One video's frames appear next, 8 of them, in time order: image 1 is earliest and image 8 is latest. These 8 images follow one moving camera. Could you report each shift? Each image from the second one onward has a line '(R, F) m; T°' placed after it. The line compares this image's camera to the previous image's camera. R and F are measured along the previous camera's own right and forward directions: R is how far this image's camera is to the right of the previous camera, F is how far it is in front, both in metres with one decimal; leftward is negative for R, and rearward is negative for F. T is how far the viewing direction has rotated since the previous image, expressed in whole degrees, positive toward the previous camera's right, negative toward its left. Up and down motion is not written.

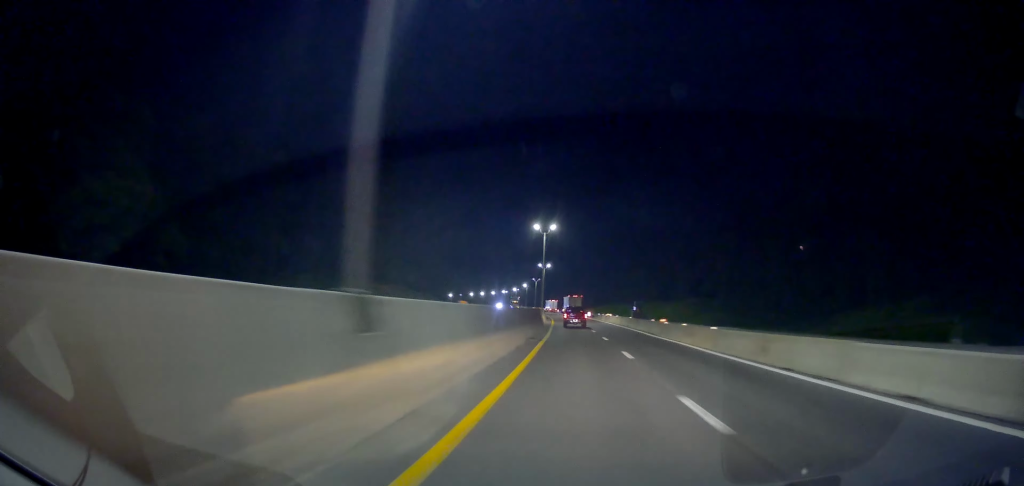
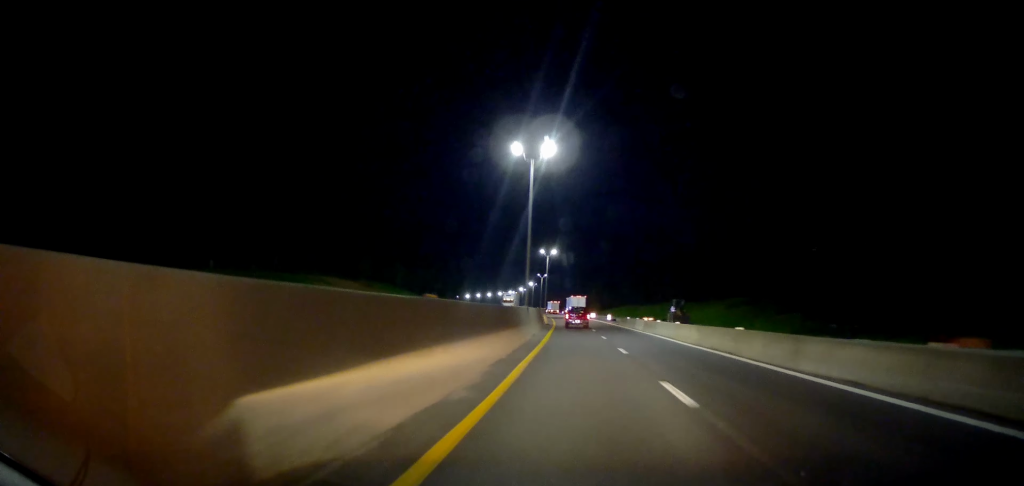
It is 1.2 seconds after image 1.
(-0.9, +34.4) m; -1°
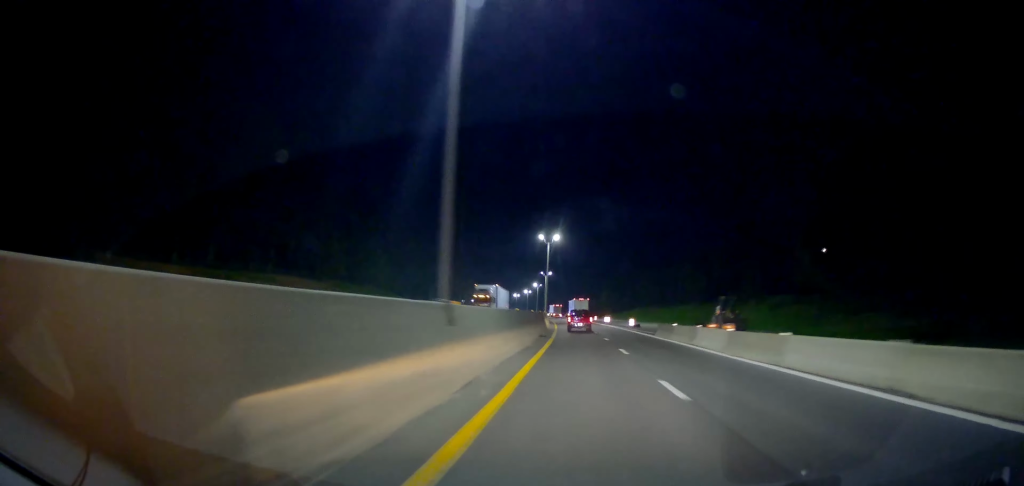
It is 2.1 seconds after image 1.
(0.0, +23.2) m; 0°
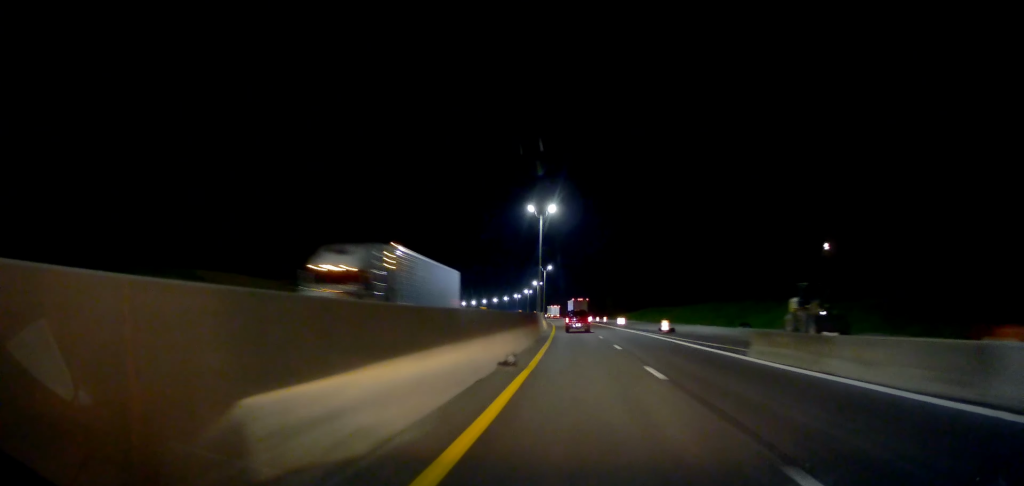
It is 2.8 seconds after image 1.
(0.0, +21.3) m; -1°
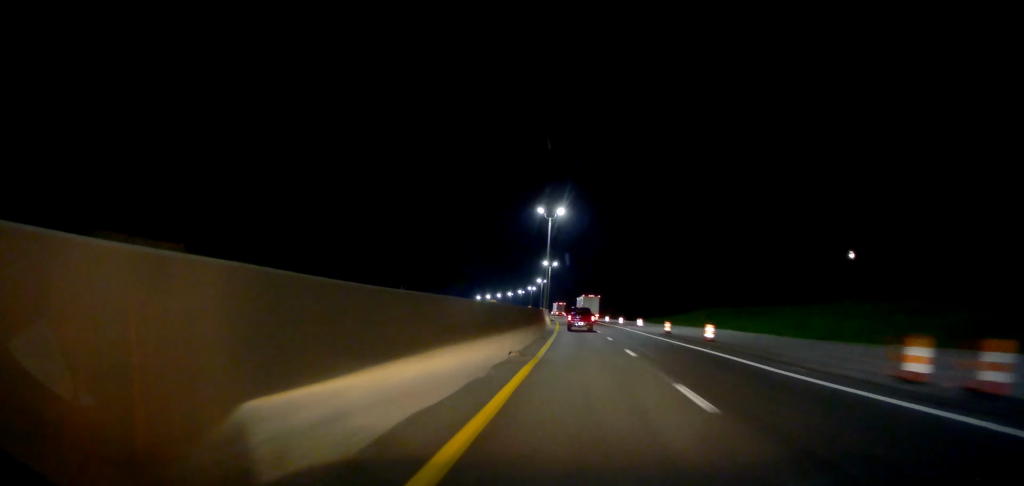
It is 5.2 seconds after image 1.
(-1.4, +65.1) m; -2°
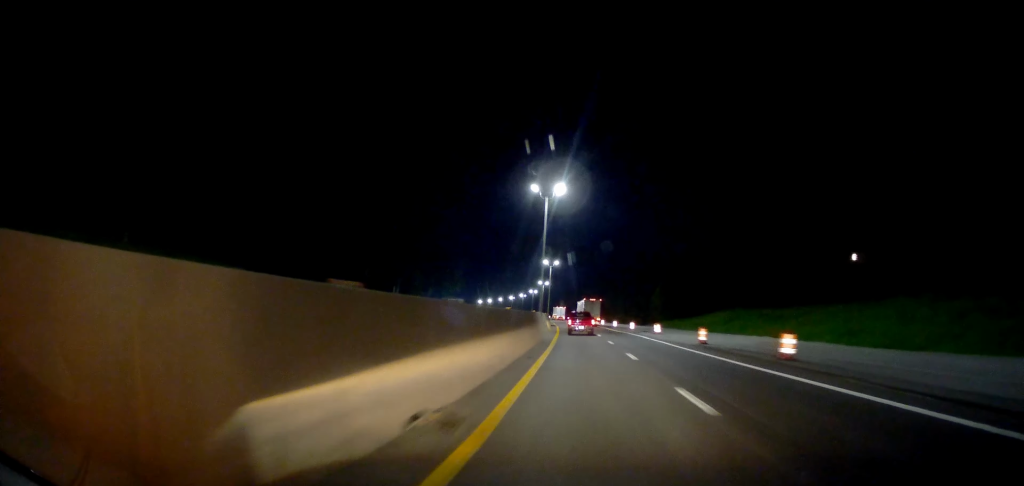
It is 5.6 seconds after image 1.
(+0.1, +11.9) m; 0°
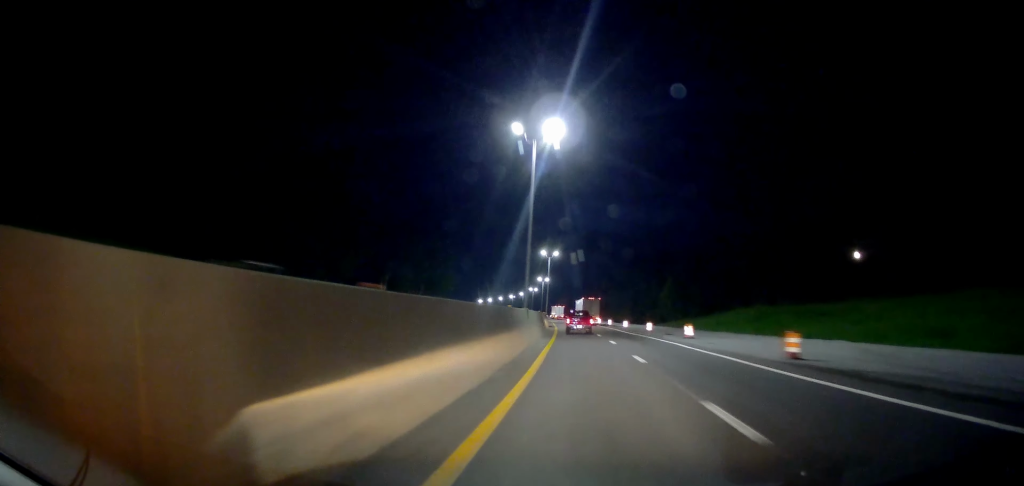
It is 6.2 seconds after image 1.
(-0.2, +14.7) m; -1°
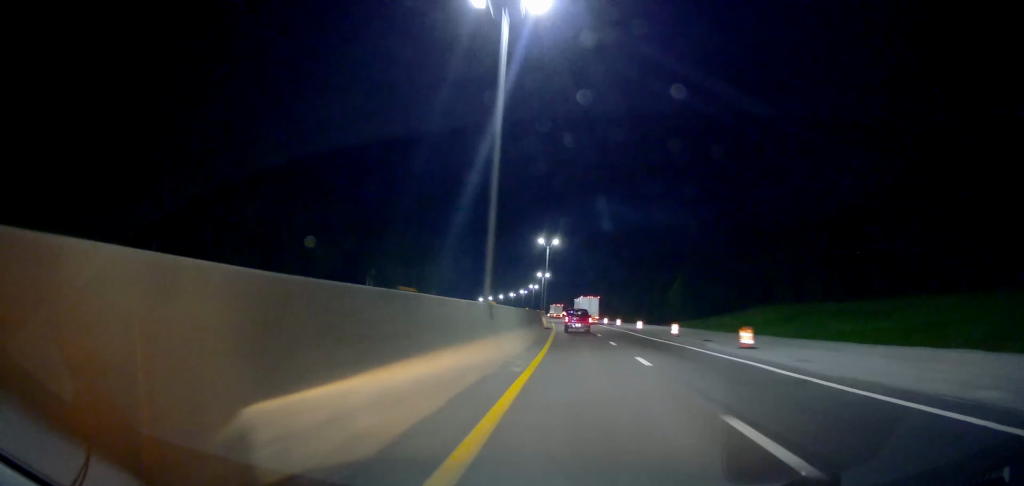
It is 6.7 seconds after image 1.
(0.0, +13.7) m; -1°
